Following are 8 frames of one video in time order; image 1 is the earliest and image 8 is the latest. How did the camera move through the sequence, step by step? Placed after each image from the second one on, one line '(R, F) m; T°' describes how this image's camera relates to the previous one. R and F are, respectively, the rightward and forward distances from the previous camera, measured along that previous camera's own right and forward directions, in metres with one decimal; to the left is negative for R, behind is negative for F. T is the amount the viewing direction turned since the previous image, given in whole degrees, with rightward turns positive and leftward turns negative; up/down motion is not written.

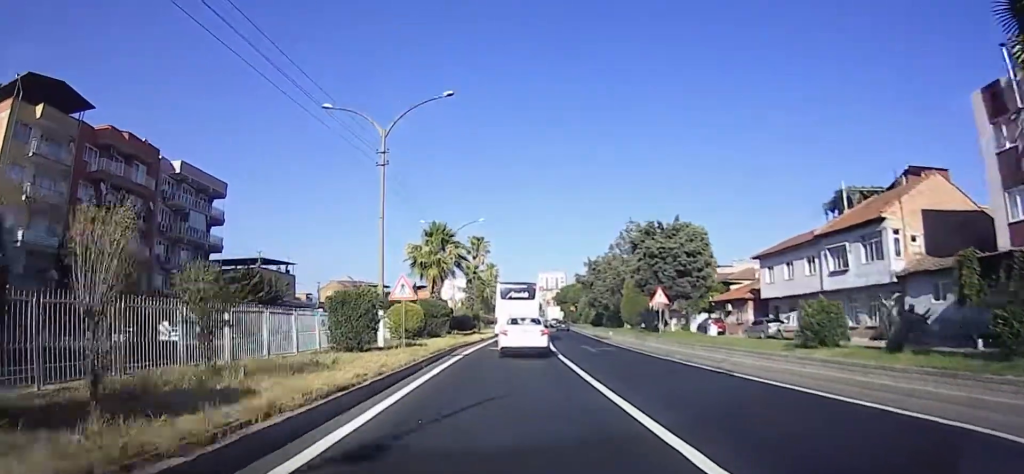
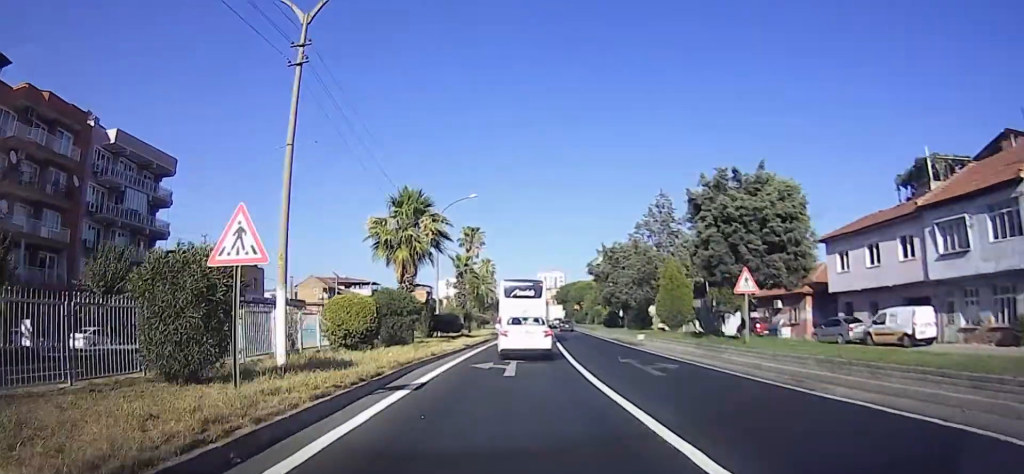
(0.0, +10.8) m; 0°
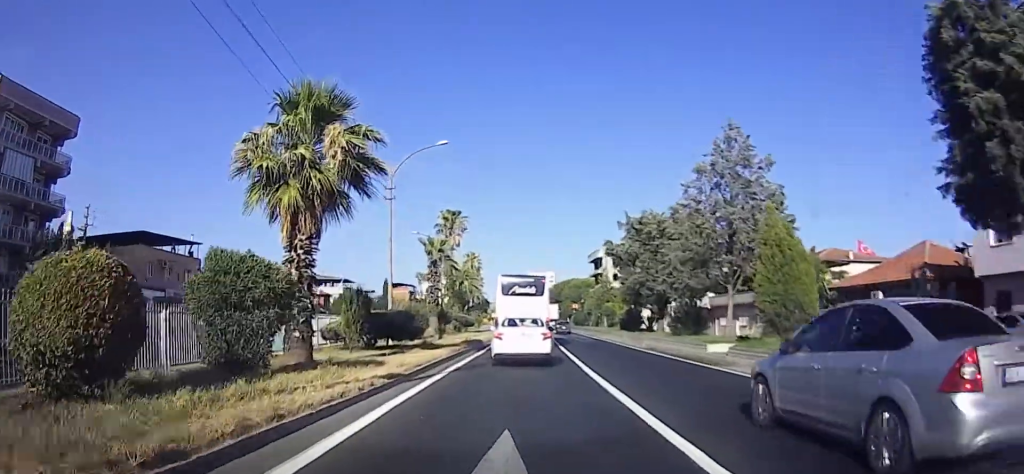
(-0.2, +14.9) m; 0°
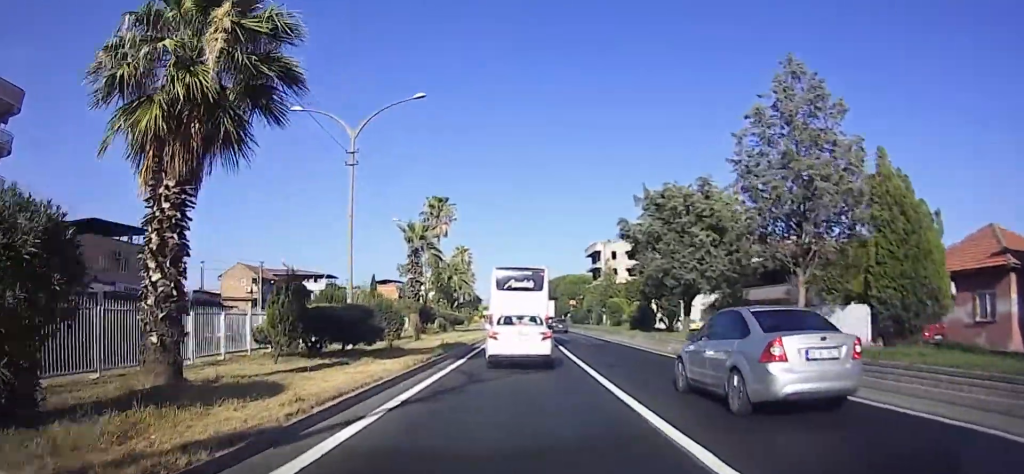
(+0.1, +6.7) m; +1°
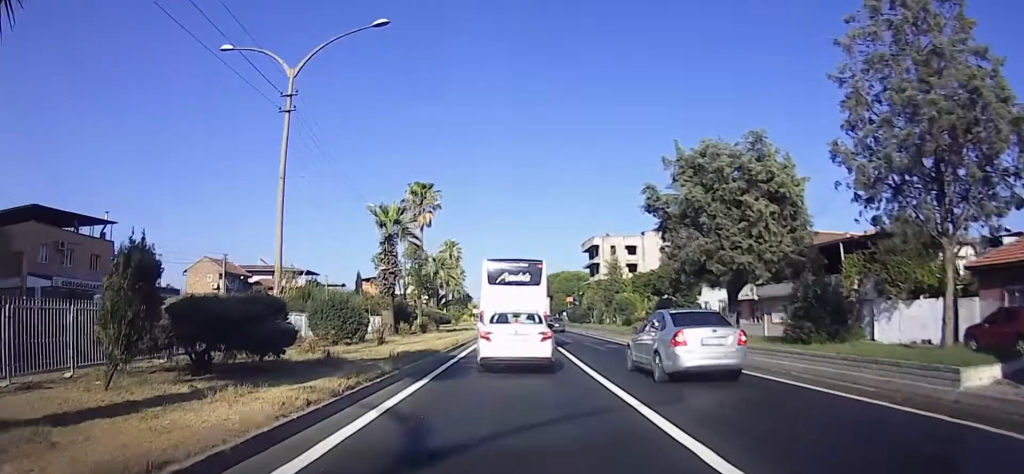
(+0.1, +7.4) m; +1°
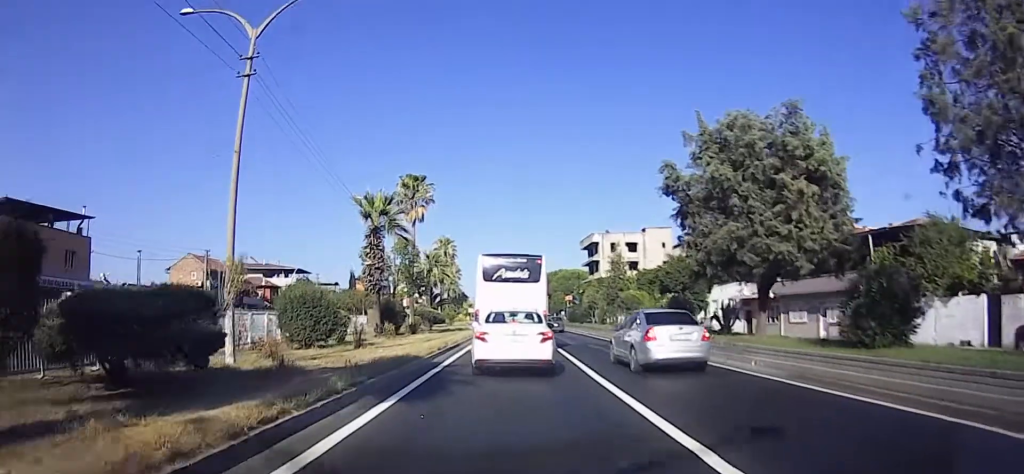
(0.0, +3.5) m; 0°
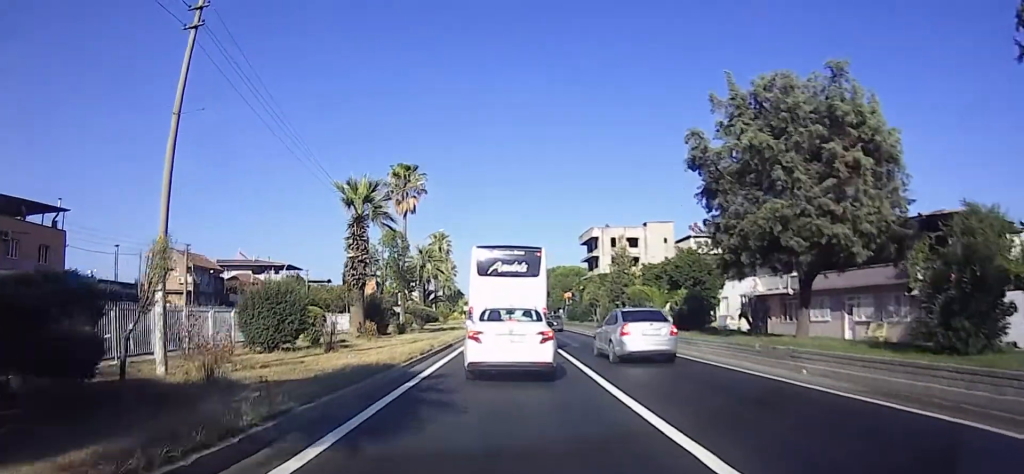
(0.0, +3.7) m; 0°
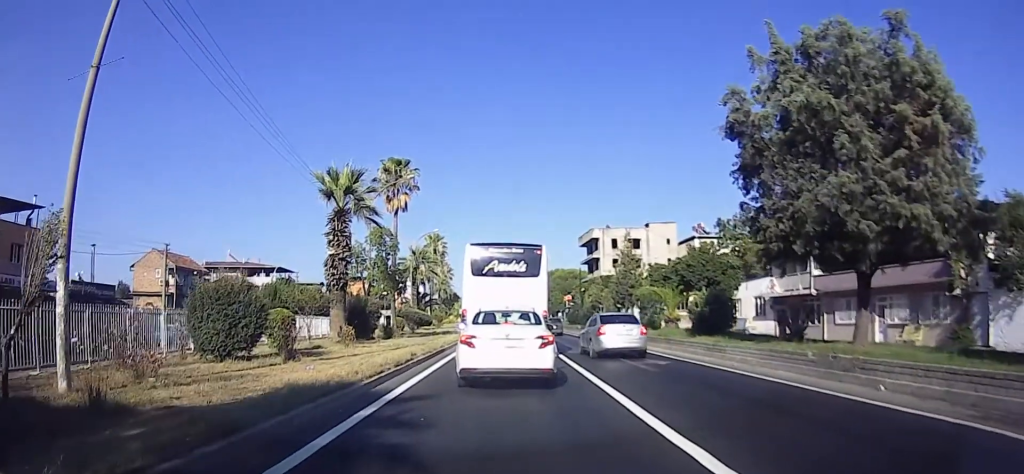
(0.0, +4.4) m; 0°
